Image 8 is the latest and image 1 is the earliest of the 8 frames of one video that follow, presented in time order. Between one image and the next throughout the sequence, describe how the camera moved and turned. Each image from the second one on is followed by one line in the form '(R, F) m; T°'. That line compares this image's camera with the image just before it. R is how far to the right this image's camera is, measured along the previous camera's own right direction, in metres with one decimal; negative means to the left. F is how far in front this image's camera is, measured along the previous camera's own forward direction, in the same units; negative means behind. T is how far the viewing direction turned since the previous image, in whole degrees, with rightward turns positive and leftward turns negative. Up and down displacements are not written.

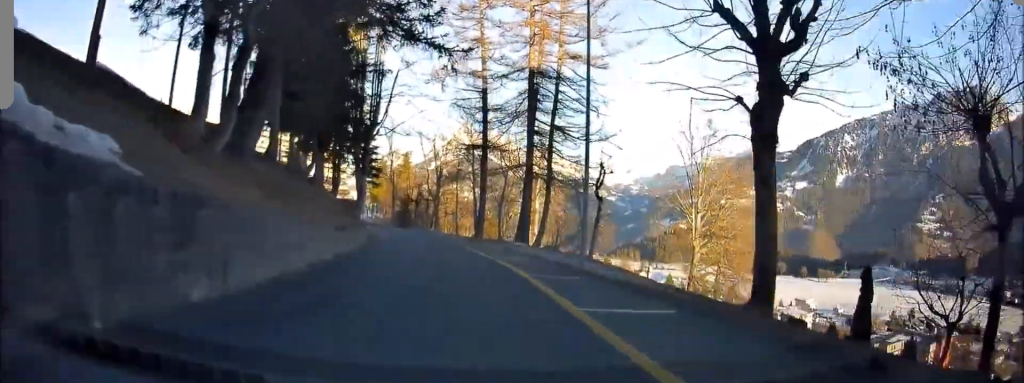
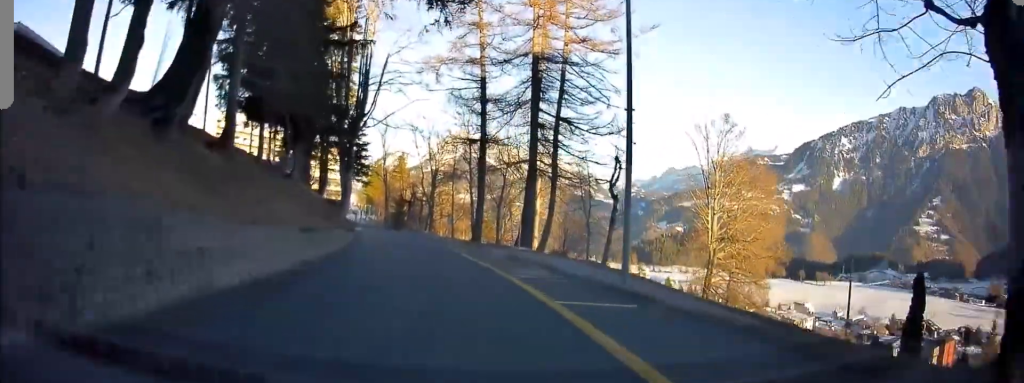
(+0.2, +4.3) m; -1°
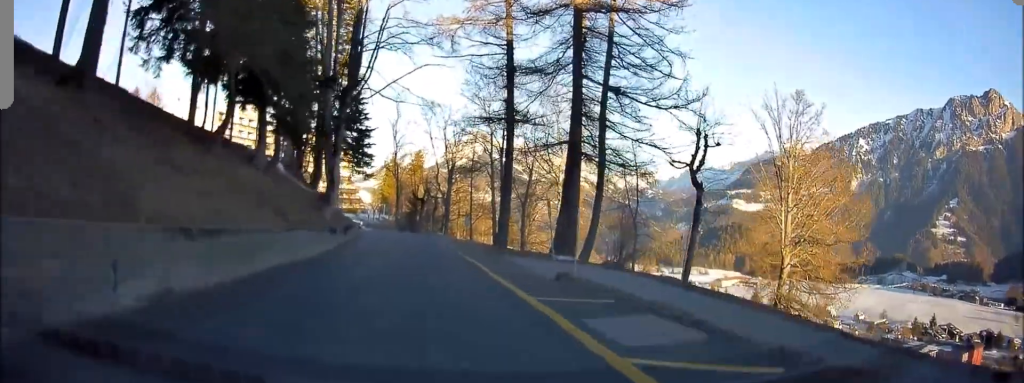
(-0.5, +8.6) m; -9°
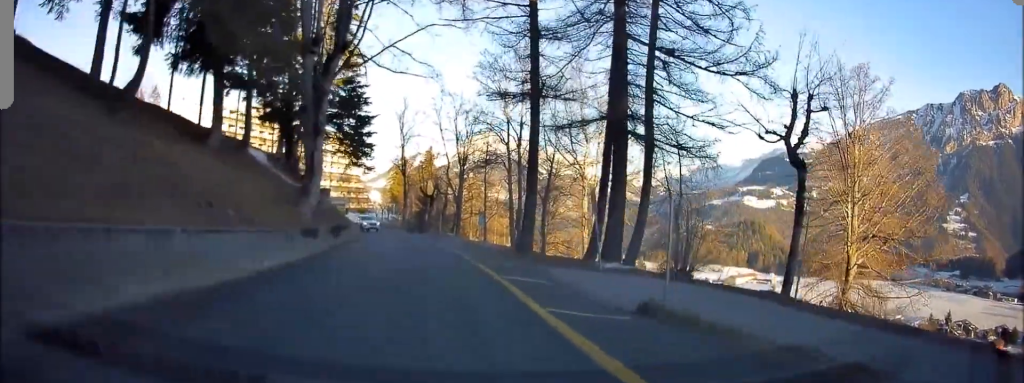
(-0.4, +5.7) m; -4°
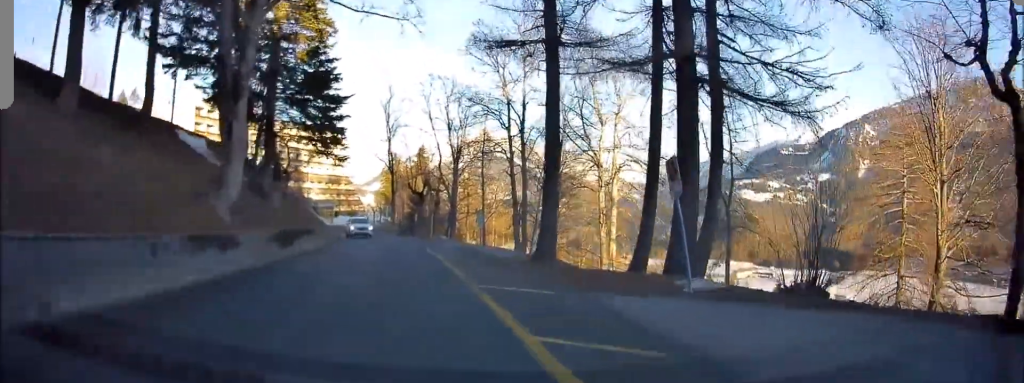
(+0.1, +7.7) m; -2°
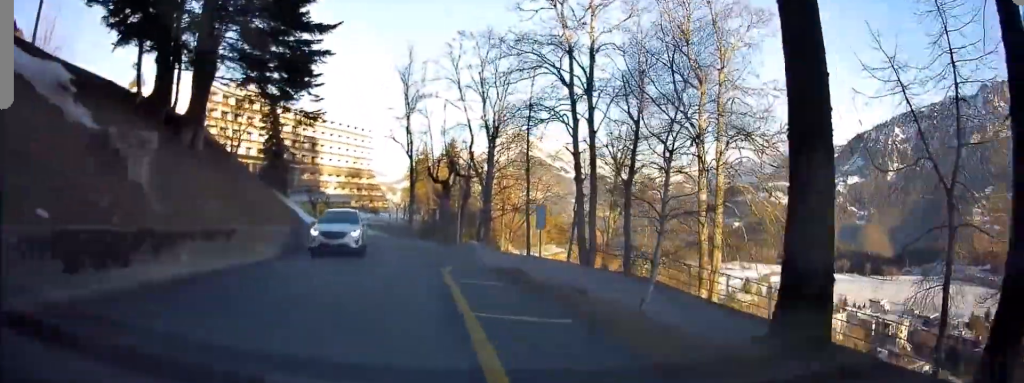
(-0.1, +12.4) m; 0°
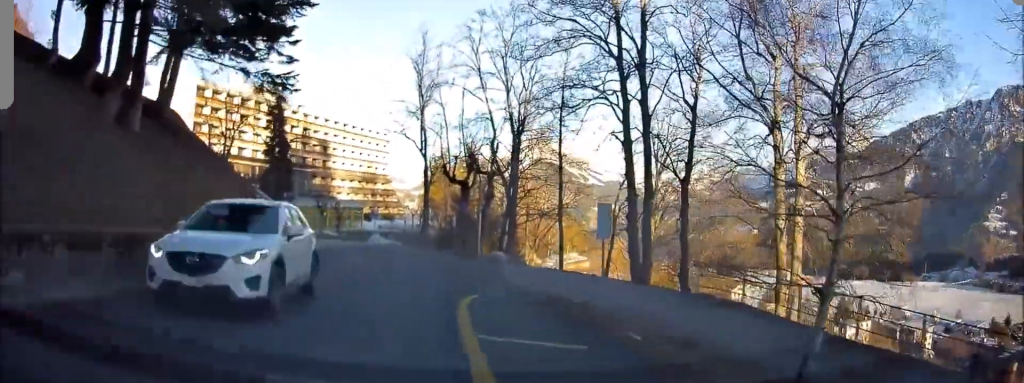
(0.0, +5.5) m; -8°
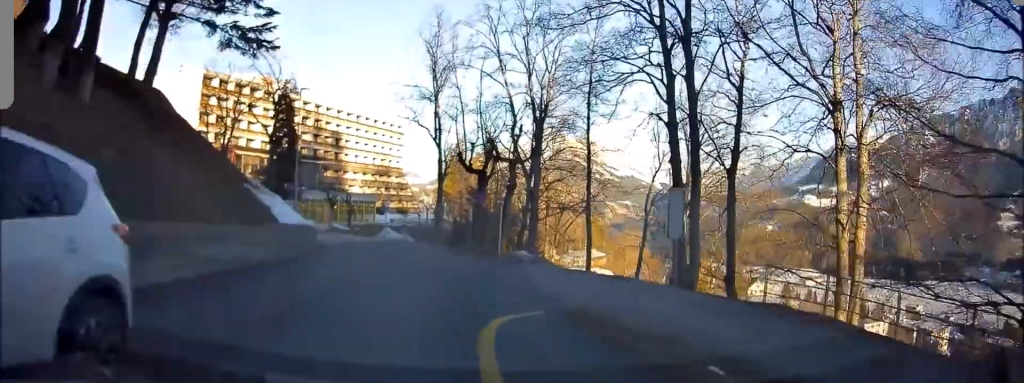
(-0.5, +2.9) m; -4°
